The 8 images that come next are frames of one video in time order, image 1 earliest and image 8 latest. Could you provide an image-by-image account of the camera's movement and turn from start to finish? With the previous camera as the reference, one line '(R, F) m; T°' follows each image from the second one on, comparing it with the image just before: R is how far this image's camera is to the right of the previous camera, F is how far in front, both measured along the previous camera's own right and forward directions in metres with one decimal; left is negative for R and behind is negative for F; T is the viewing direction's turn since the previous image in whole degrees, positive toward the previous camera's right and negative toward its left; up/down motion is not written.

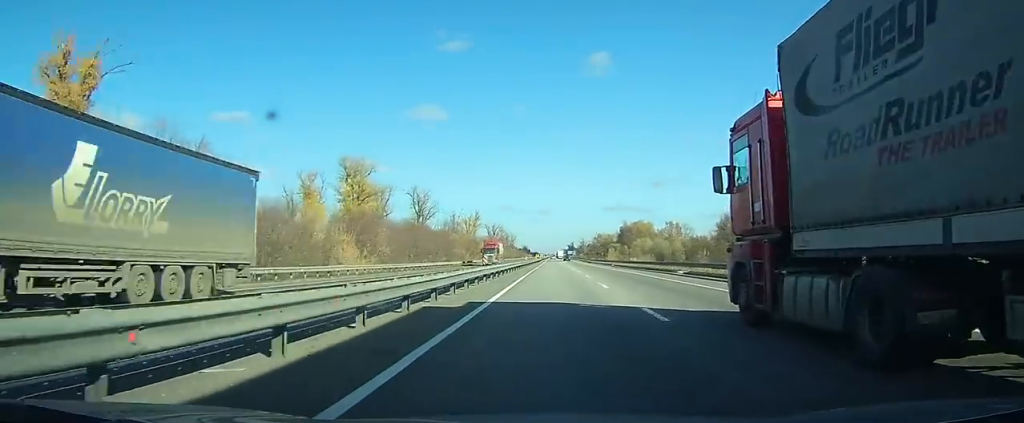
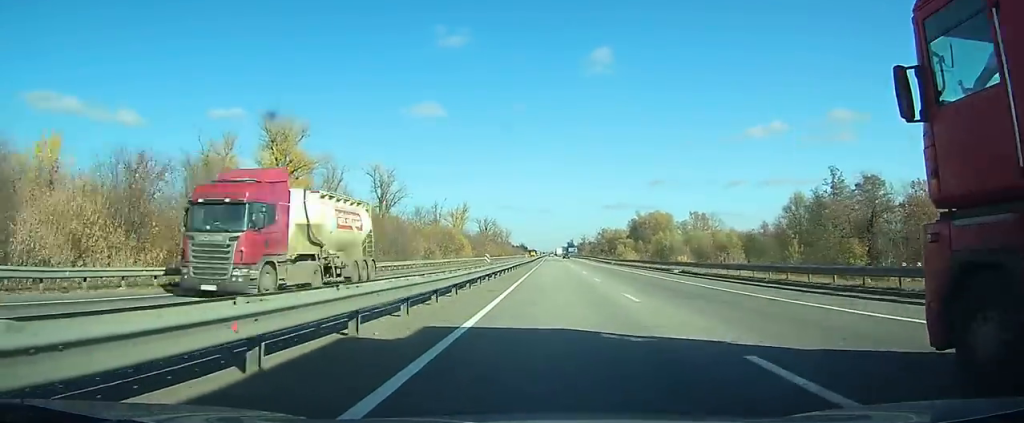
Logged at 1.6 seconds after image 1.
(+0.1, +44.5) m; 0°
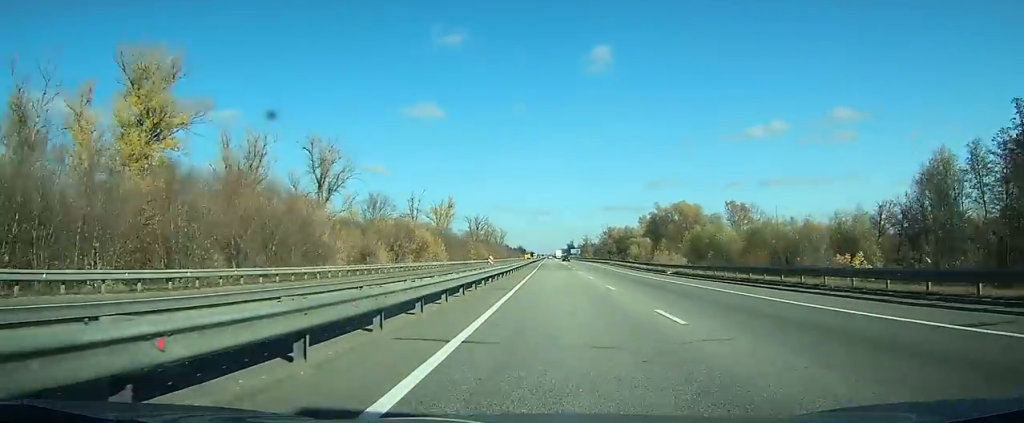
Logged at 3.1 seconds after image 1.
(0.0, +41.6) m; 0°
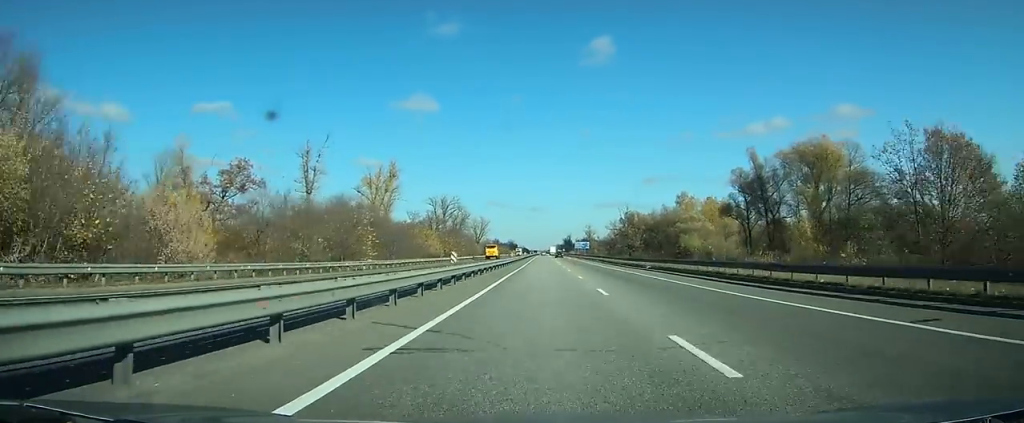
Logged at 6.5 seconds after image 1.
(+0.4, +86.7) m; 0°
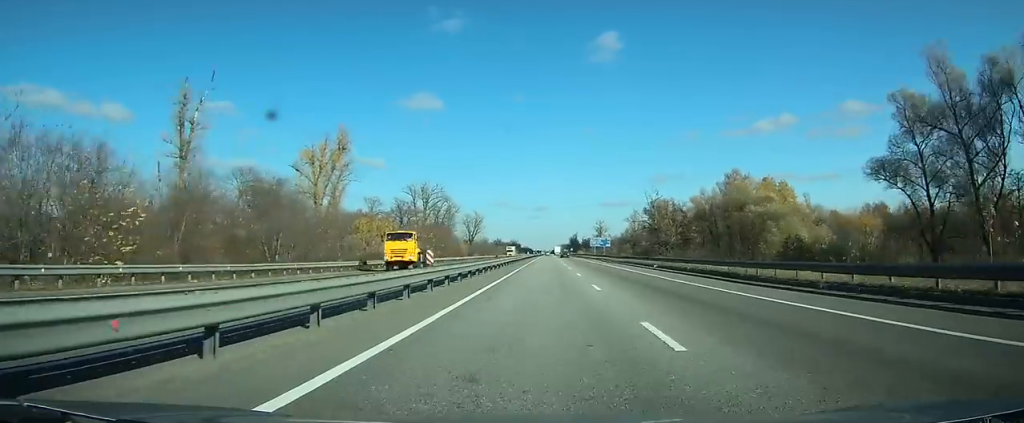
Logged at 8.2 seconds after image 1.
(-0.1, +44.5) m; 0°
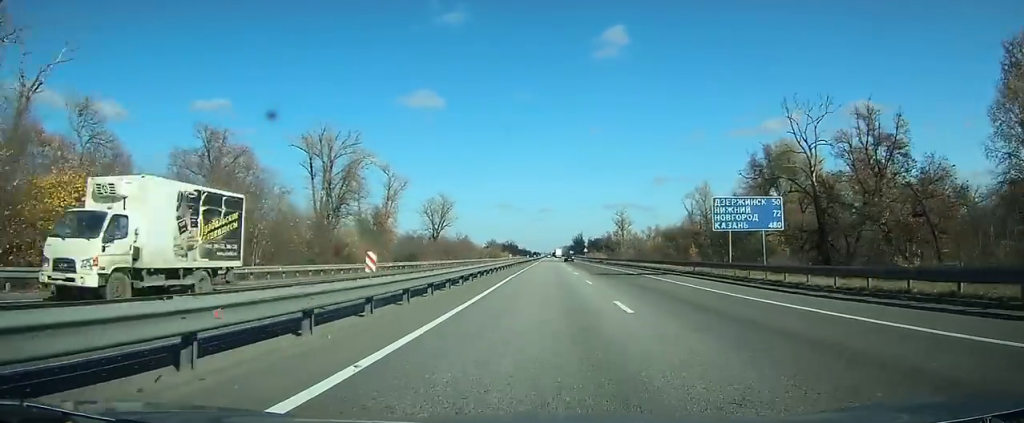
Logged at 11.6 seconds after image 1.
(-0.2, +94.1) m; 0°
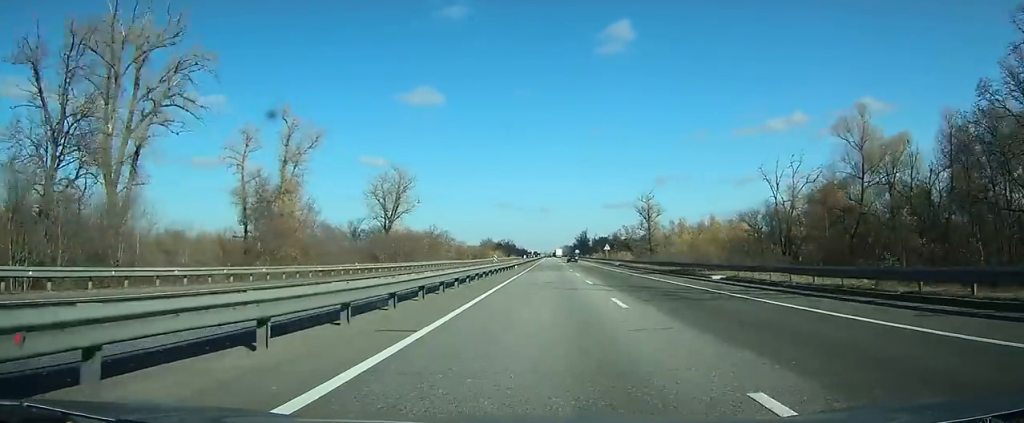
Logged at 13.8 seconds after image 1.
(+0.1, +59.1) m; 0°
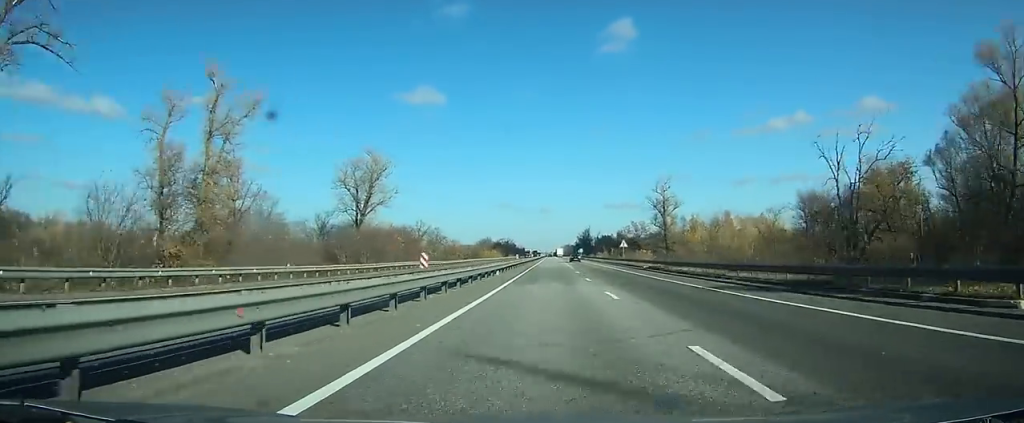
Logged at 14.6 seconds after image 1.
(0.0, +20.8) m; 0°
